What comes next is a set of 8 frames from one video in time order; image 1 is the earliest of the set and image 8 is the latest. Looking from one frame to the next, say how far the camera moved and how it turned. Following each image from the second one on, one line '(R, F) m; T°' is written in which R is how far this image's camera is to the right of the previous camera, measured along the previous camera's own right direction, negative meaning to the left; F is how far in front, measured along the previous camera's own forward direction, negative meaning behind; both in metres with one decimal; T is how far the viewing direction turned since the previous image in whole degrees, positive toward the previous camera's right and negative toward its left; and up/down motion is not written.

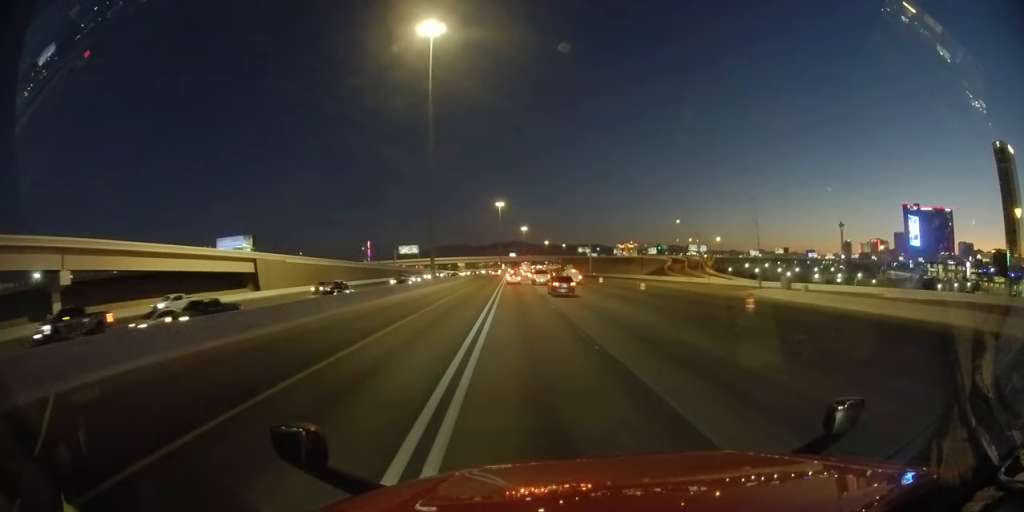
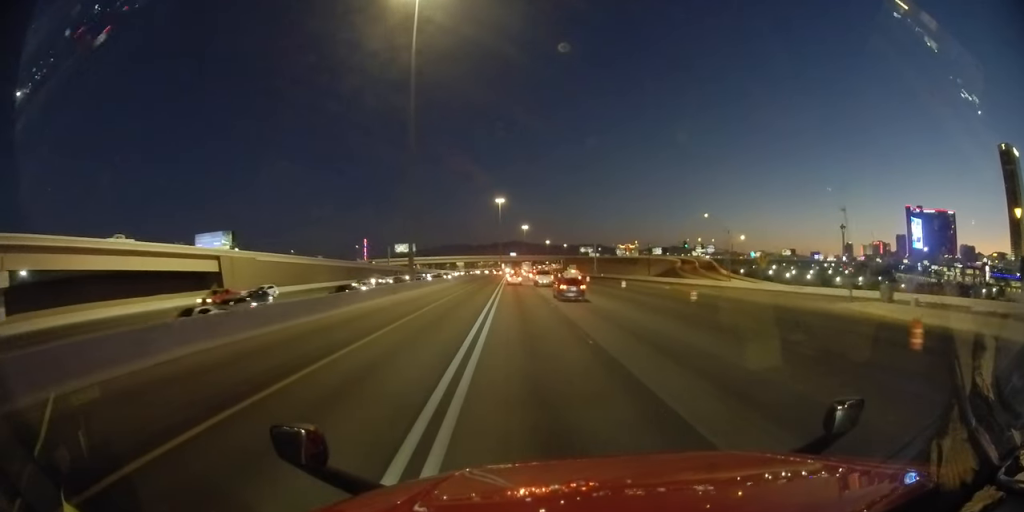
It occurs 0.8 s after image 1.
(-0.1, +11.1) m; 0°
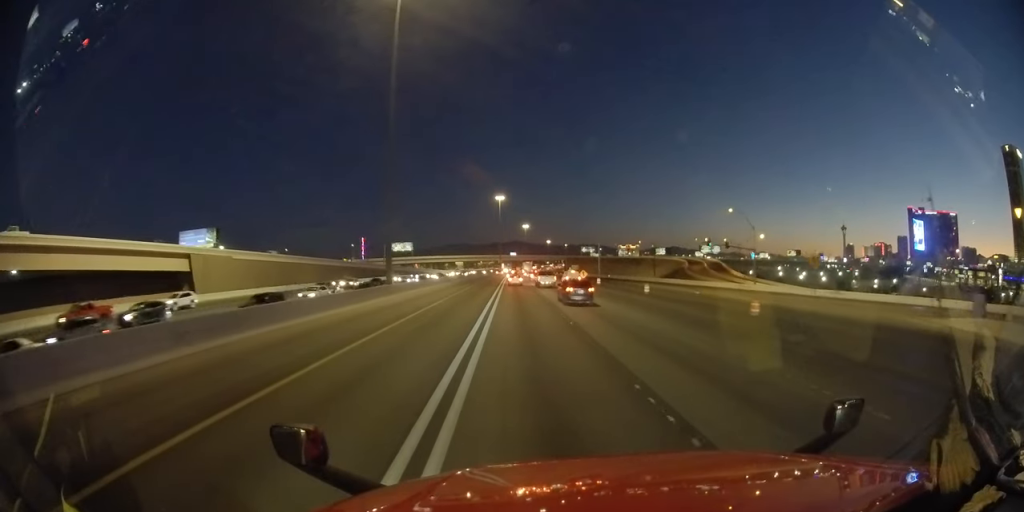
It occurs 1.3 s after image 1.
(0.0, +7.6) m; 0°
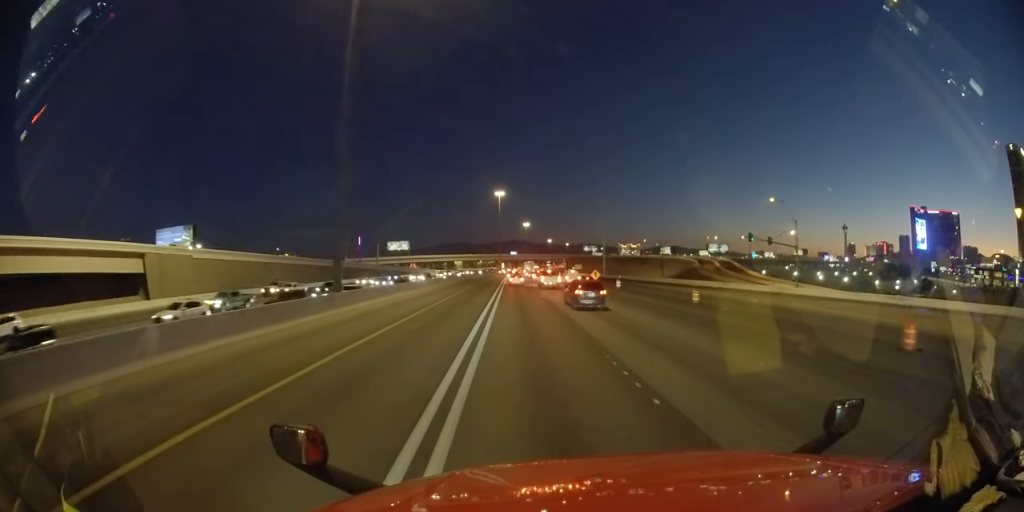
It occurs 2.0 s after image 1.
(0.0, +10.1) m; 0°
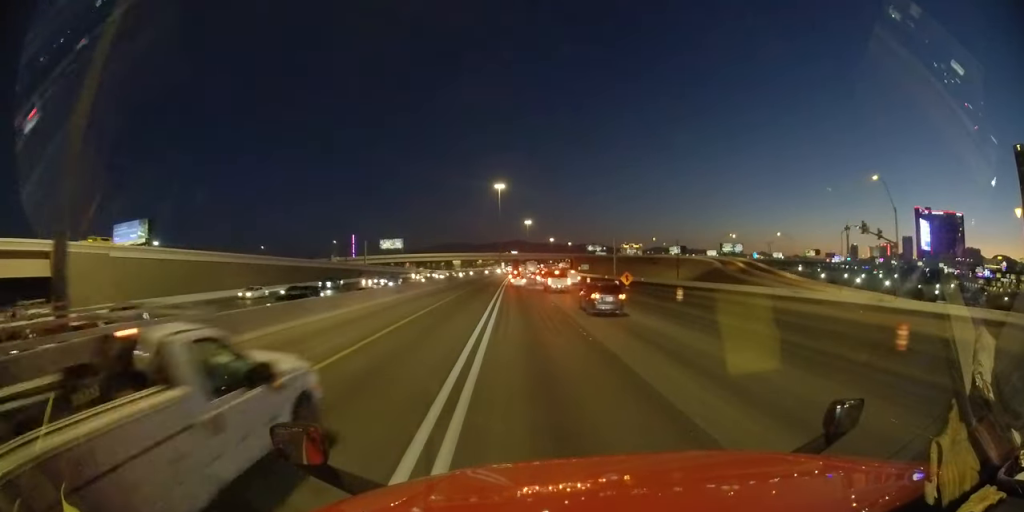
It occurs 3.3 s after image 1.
(-0.1, +17.0) m; -1°
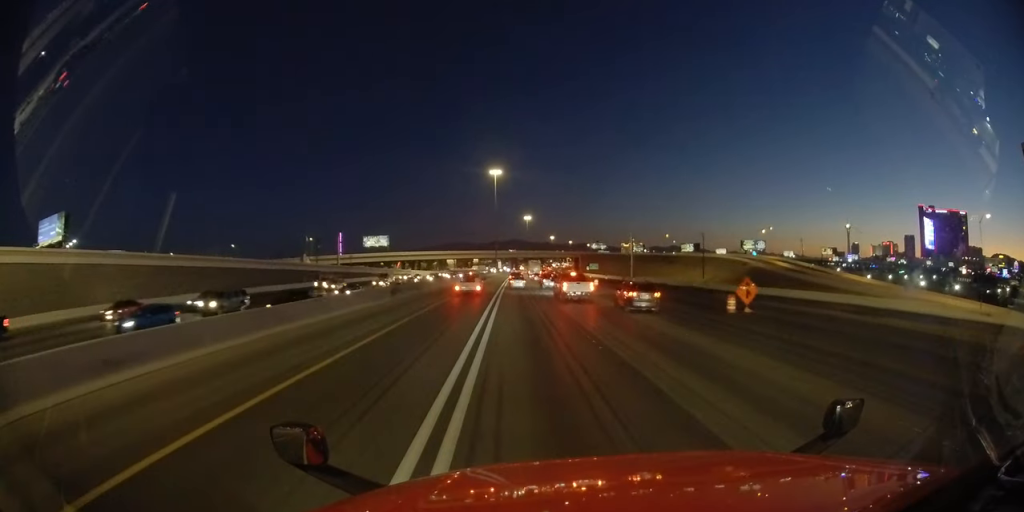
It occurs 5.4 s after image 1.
(+0.3, +26.1) m; +2°
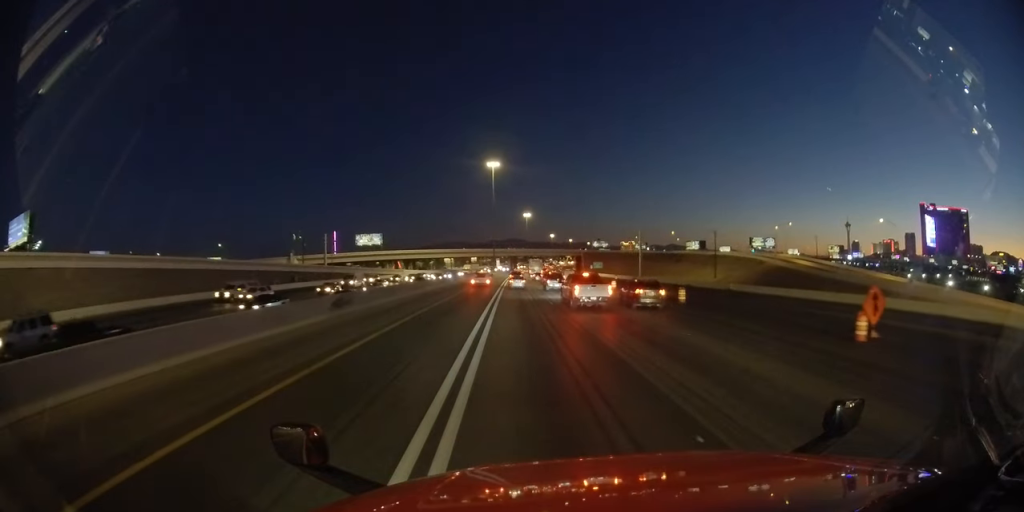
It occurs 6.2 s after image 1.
(0.0, +10.1) m; 0°
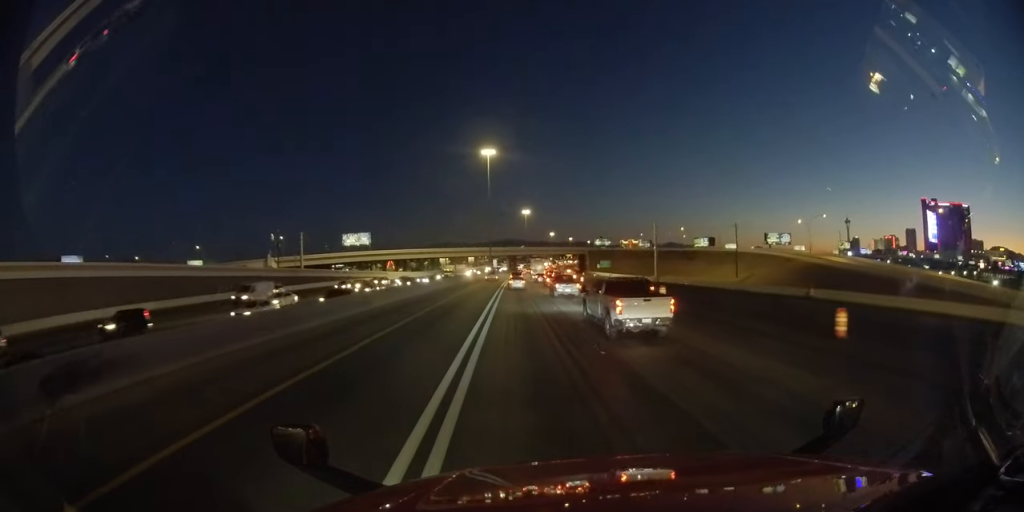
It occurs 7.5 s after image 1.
(0.0, +15.4) m; 0°
